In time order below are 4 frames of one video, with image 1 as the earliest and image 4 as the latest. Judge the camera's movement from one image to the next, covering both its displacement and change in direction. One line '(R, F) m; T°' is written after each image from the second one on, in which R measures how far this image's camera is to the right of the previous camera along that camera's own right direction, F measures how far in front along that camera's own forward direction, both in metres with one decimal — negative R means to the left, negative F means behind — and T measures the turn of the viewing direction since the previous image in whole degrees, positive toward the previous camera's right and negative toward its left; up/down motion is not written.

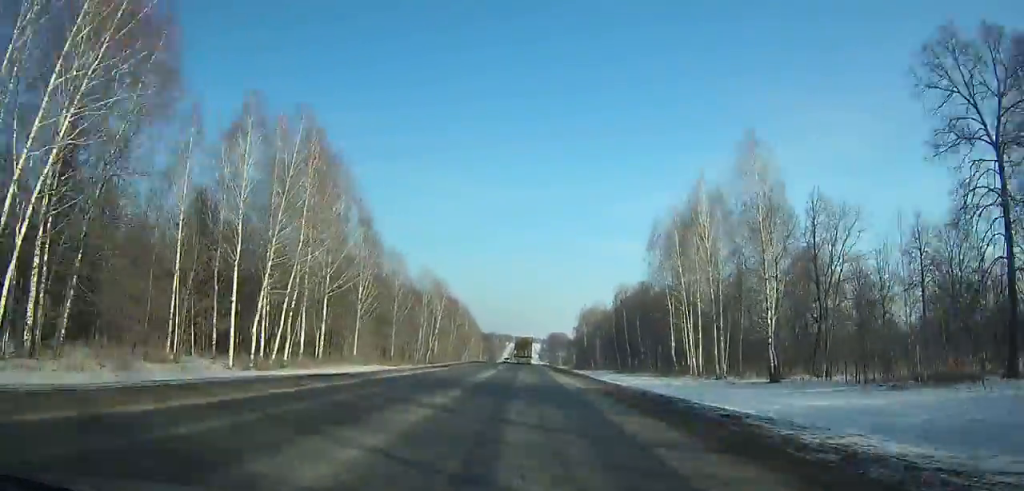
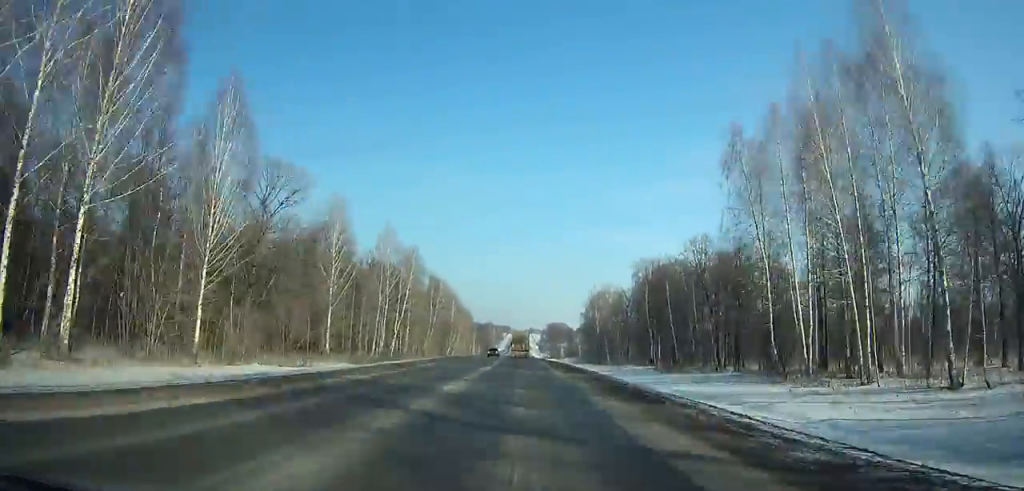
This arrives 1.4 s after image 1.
(+0.2, +34.8) m; 0°
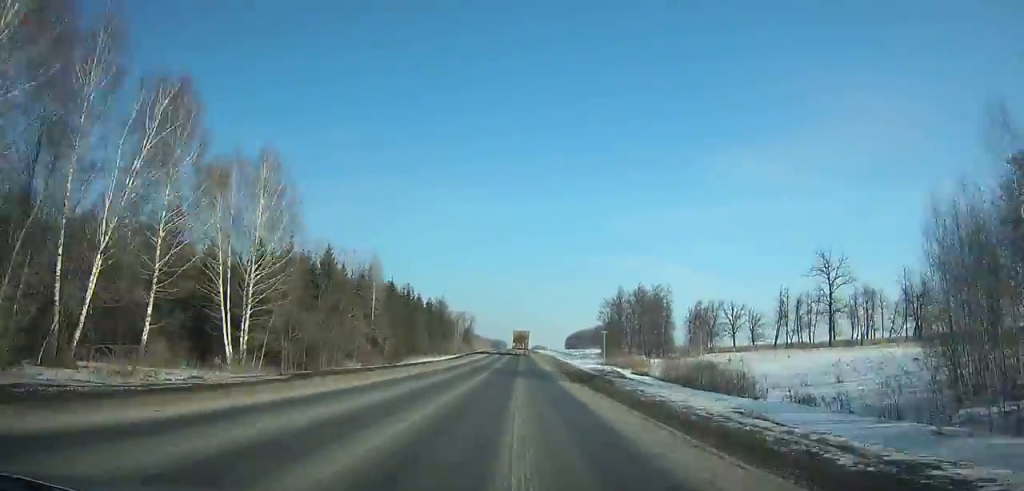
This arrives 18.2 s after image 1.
(-1.4, +418.3) m; 0°
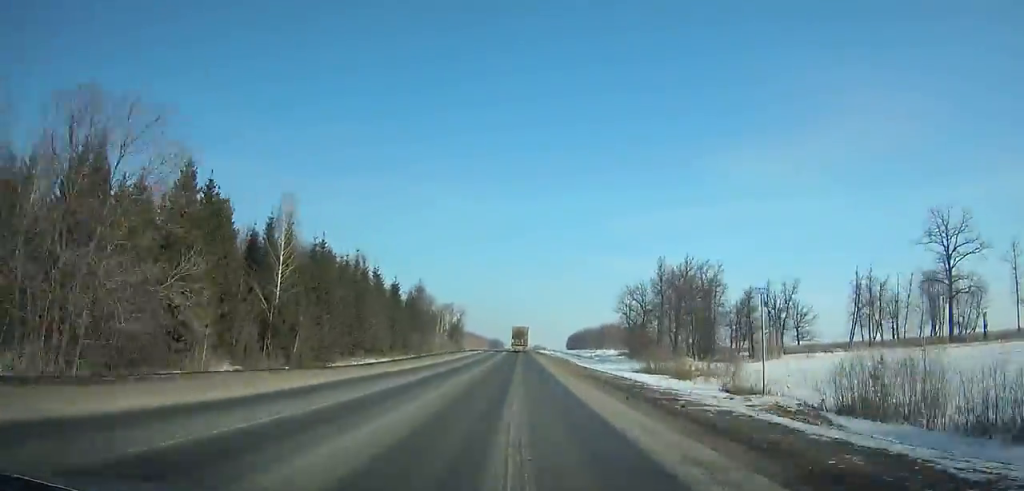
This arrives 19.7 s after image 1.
(+0.1, +37.6) m; 0°
